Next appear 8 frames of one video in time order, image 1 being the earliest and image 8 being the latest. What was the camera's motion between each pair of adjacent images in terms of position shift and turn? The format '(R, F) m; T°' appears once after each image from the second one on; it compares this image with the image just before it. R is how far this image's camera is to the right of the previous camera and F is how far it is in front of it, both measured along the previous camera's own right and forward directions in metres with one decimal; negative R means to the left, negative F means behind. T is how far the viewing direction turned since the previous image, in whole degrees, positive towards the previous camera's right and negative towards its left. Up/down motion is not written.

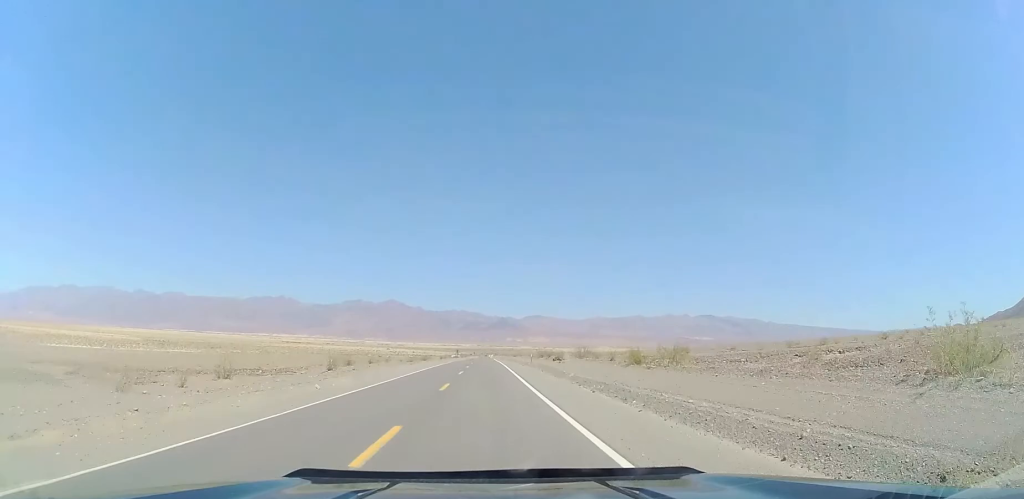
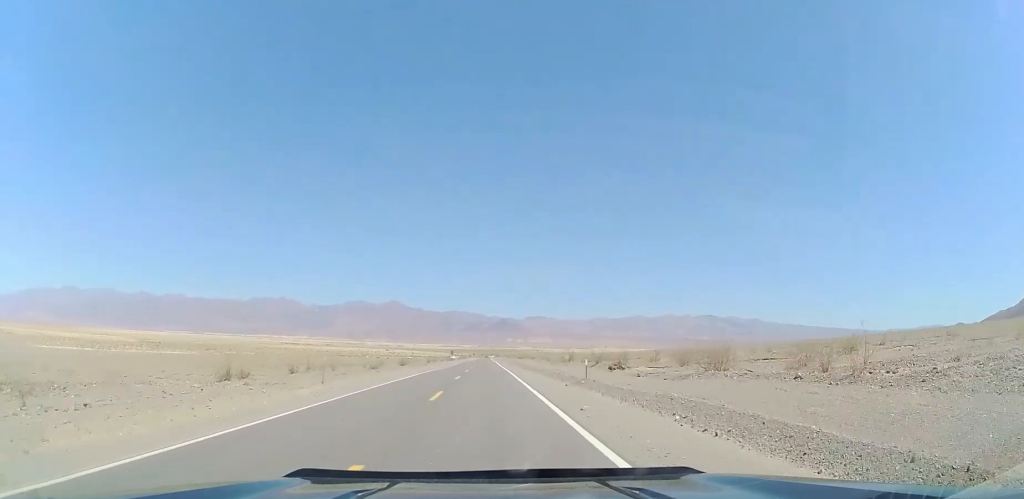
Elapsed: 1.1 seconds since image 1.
(+0.1, +33.5) m; 0°
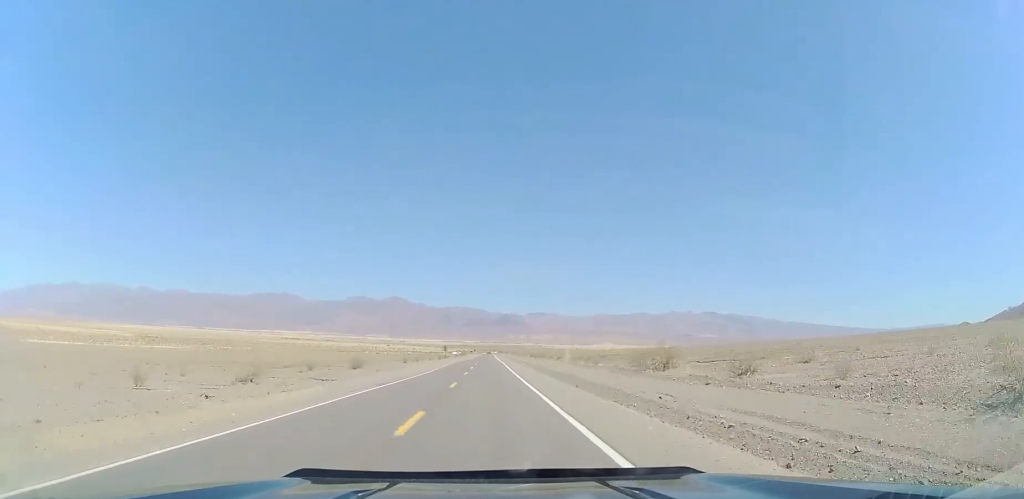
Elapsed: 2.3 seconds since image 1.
(-0.2, +37.3) m; -1°
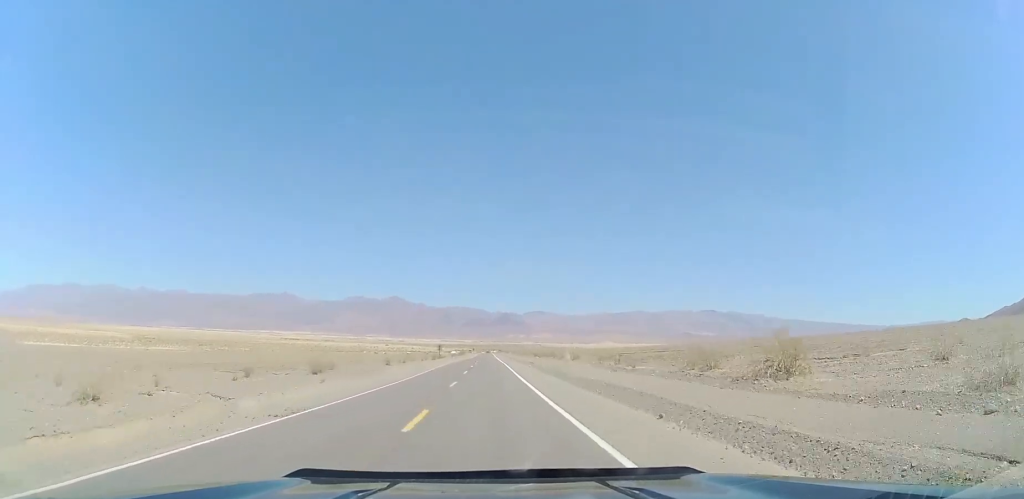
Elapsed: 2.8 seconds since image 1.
(-0.2, +13.9) m; 0°
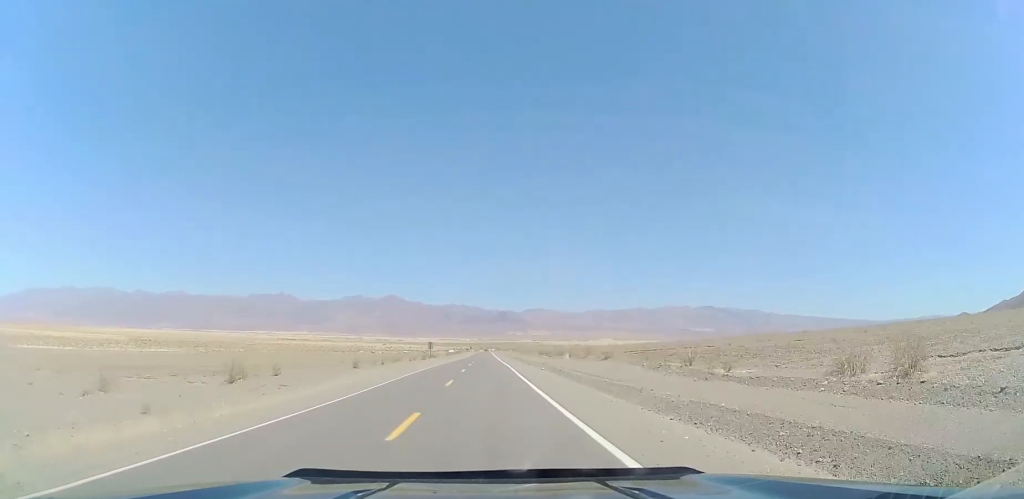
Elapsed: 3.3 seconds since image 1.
(-0.2, +15.9) m; 0°
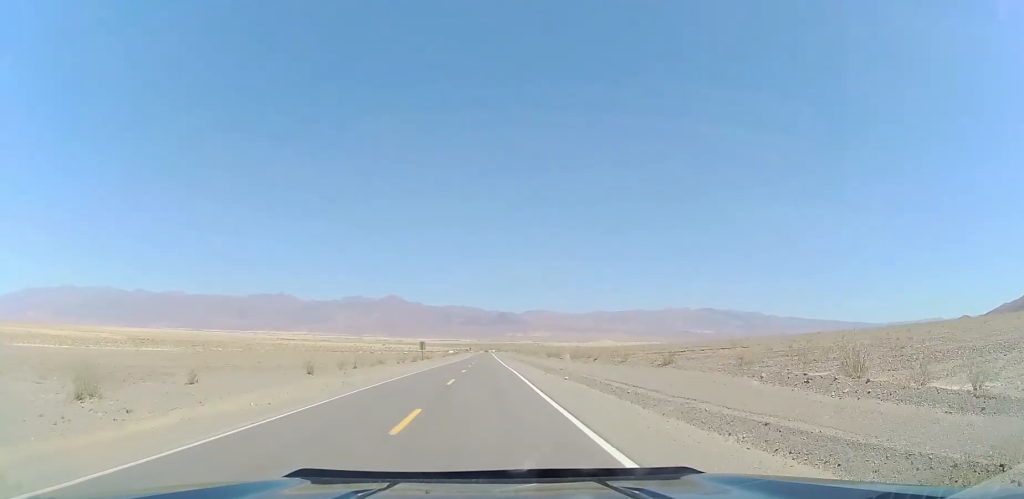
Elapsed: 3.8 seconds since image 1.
(+0.2, +13.8) m; 0°
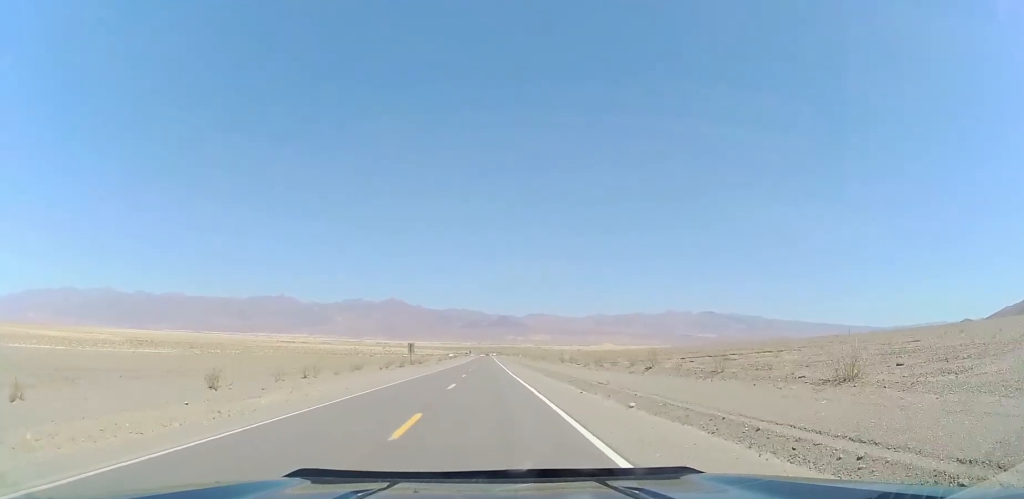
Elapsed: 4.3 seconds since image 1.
(+0.1, +14.8) m; 0°
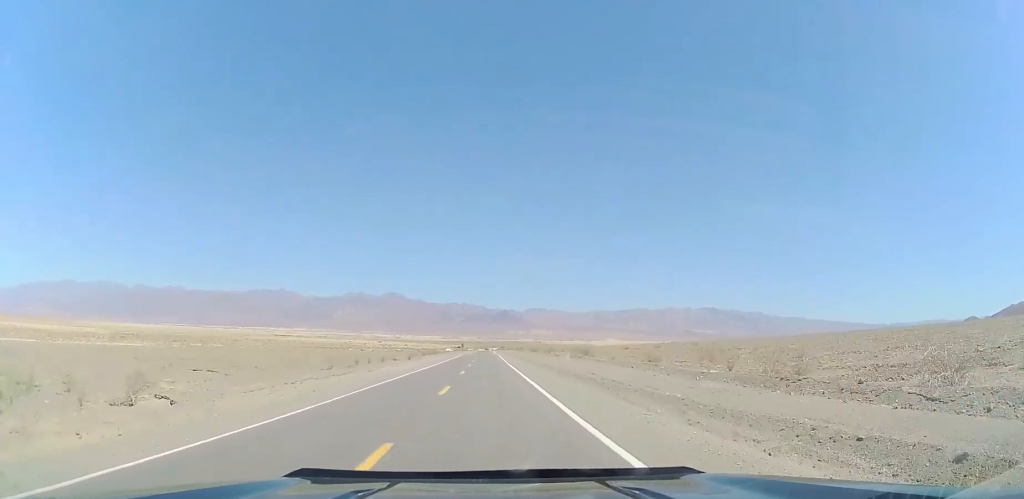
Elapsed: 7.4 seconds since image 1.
(-0.1, +92.2) m; 0°
